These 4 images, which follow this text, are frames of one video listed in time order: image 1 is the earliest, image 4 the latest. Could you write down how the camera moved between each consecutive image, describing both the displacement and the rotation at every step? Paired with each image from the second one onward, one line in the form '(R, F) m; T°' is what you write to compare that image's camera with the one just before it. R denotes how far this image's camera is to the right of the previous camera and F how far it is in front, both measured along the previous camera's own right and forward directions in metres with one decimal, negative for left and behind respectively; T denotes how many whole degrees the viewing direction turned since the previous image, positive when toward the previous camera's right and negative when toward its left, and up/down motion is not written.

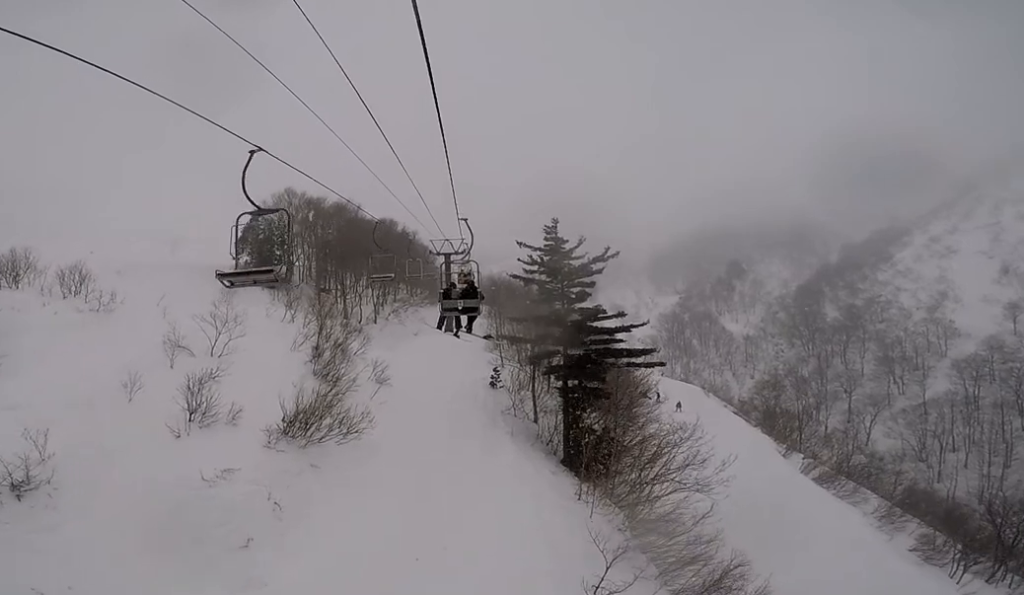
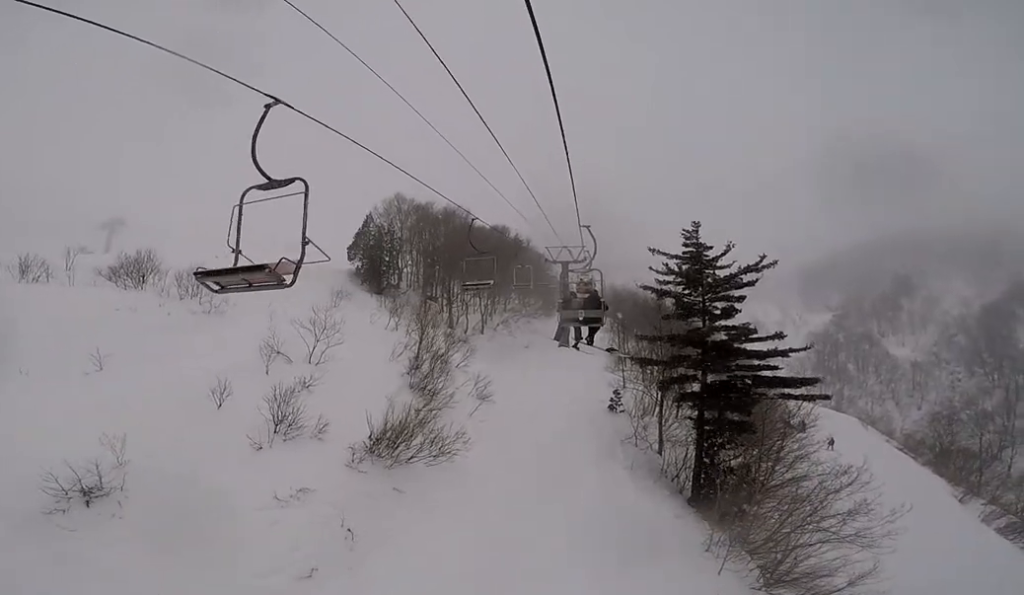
(0.0, +1.6) m; 0°
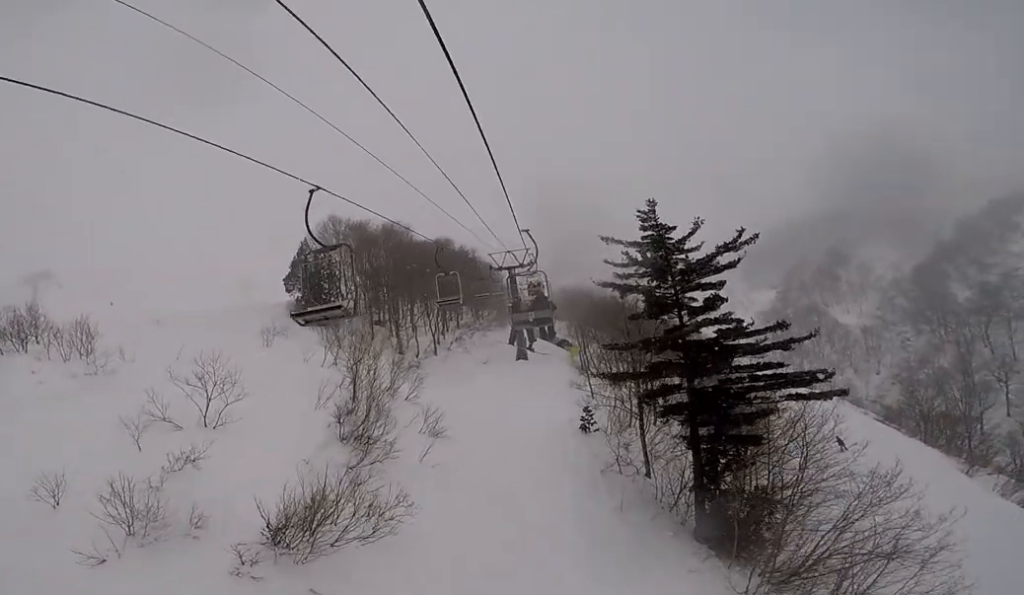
(0.0, +4.2) m; 0°
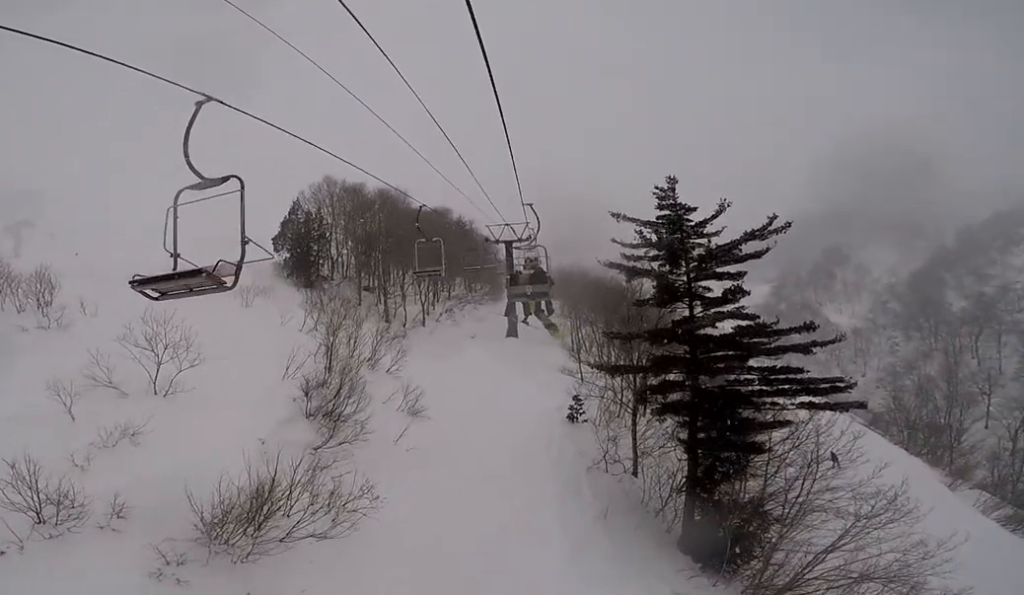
(0.0, +1.6) m; 0°
